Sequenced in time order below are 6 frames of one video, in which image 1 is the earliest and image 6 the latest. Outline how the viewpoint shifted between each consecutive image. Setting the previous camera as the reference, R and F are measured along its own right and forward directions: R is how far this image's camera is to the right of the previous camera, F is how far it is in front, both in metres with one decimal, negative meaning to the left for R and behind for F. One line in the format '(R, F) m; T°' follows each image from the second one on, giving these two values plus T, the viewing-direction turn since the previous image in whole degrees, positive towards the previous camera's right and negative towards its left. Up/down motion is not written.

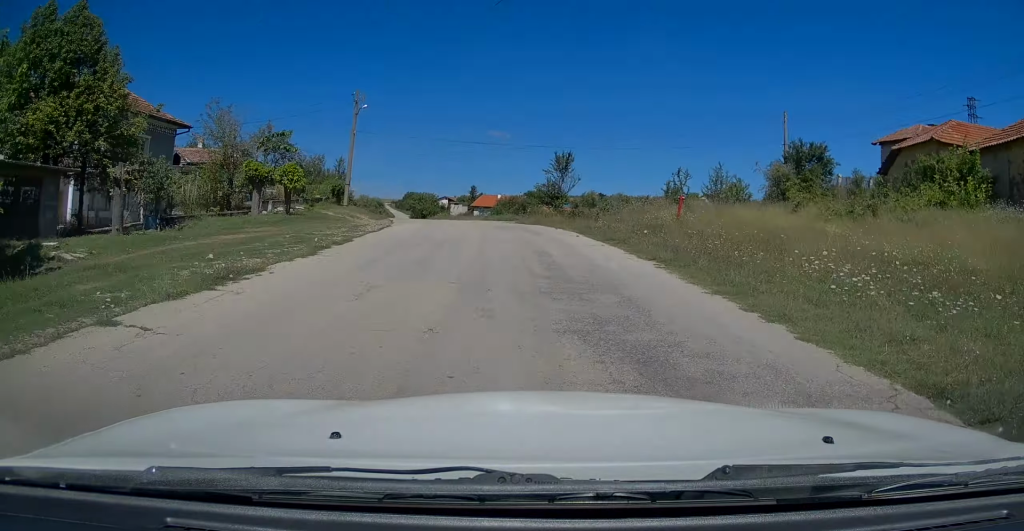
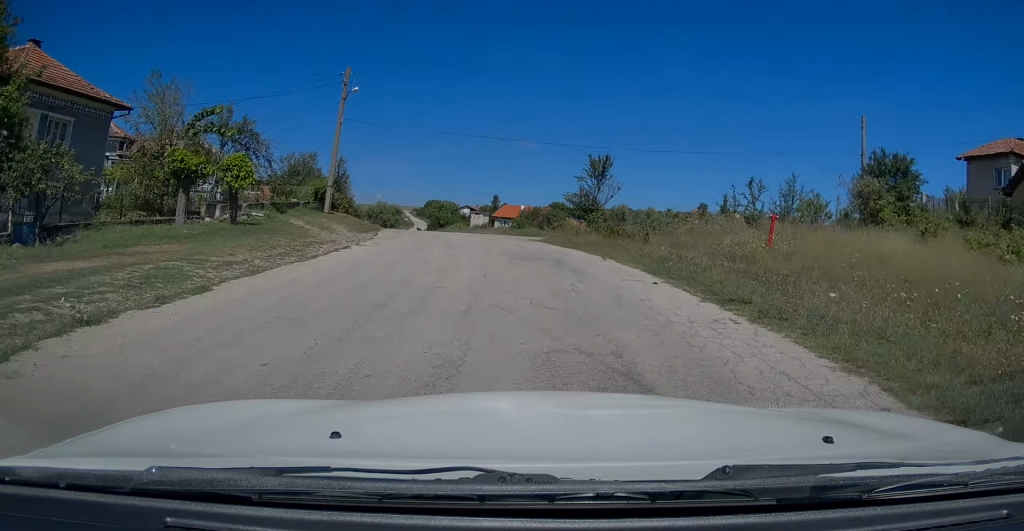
(-0.1, +8.4) m; -2°
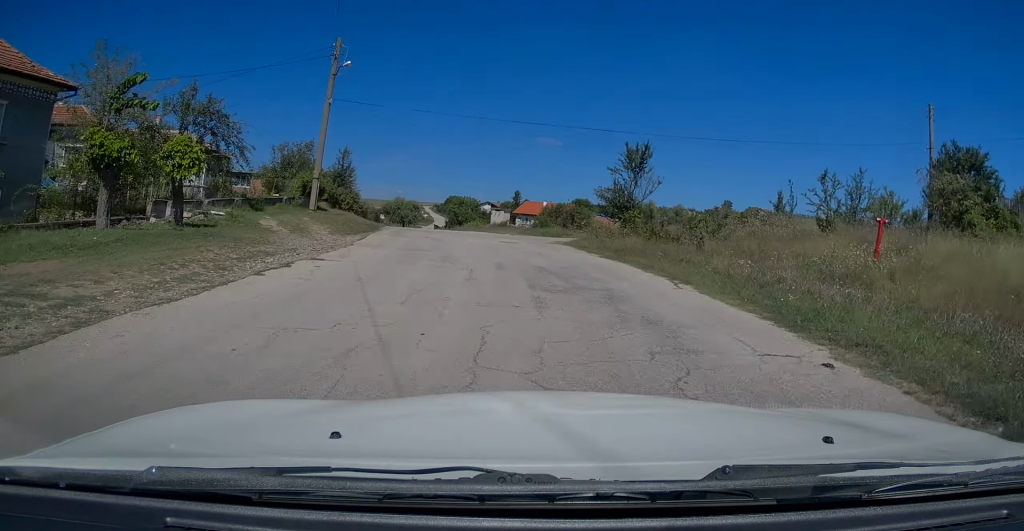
(0.0, +5.5) m; -1°
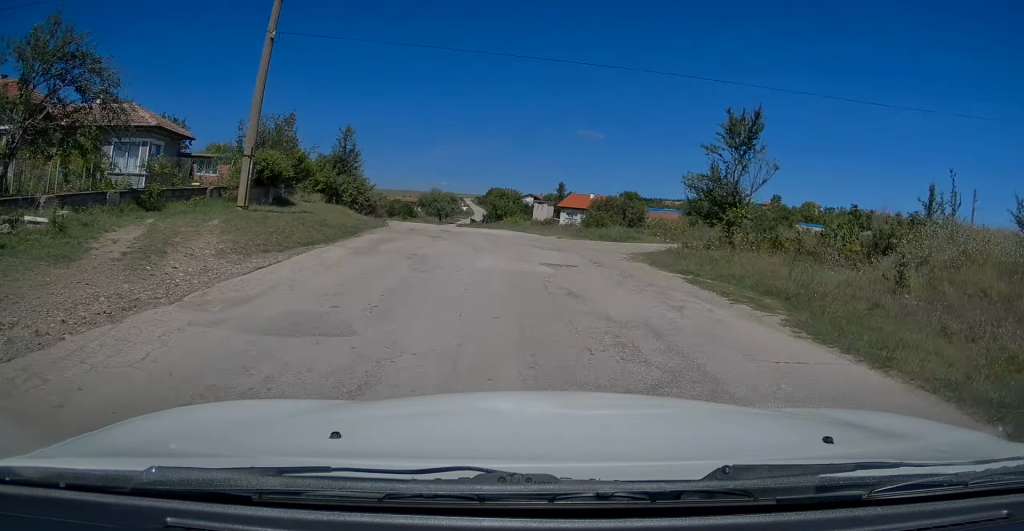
(-0.4, +10.5) m; -3°
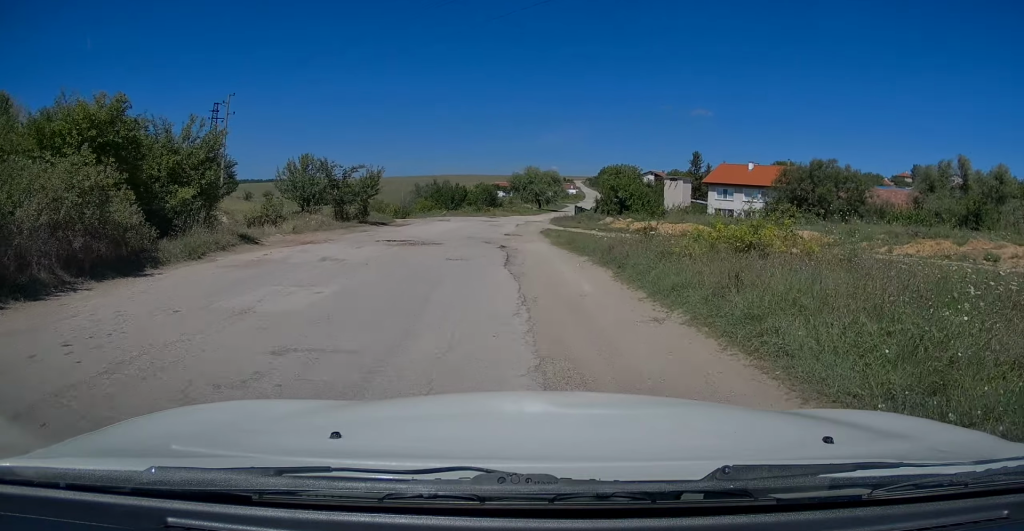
(-2.6, +40.2) m; -10°
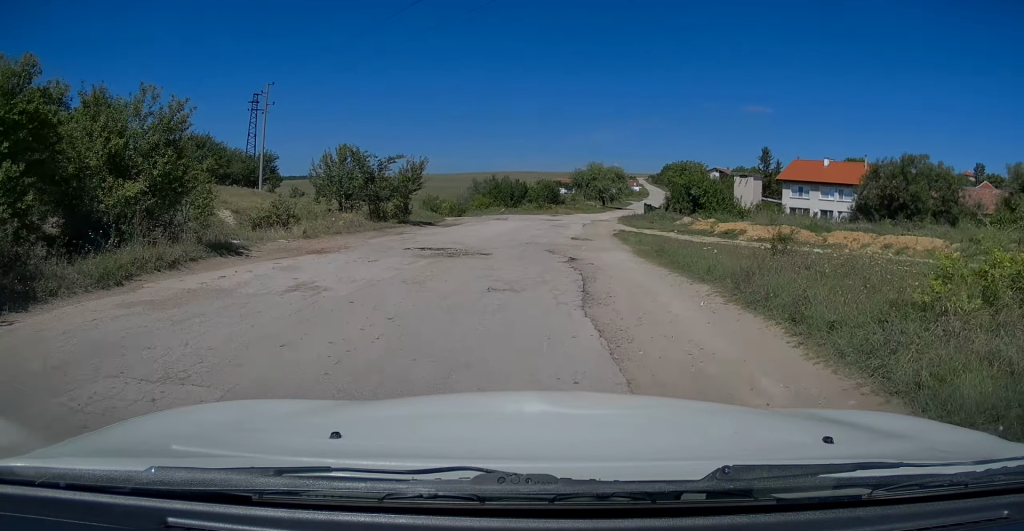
(+0.1, +5.0) m; -5°
